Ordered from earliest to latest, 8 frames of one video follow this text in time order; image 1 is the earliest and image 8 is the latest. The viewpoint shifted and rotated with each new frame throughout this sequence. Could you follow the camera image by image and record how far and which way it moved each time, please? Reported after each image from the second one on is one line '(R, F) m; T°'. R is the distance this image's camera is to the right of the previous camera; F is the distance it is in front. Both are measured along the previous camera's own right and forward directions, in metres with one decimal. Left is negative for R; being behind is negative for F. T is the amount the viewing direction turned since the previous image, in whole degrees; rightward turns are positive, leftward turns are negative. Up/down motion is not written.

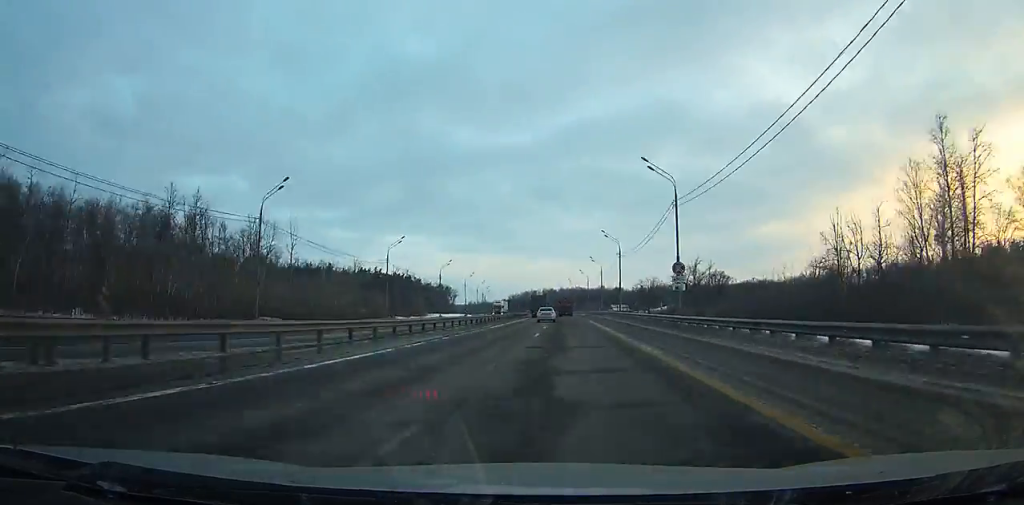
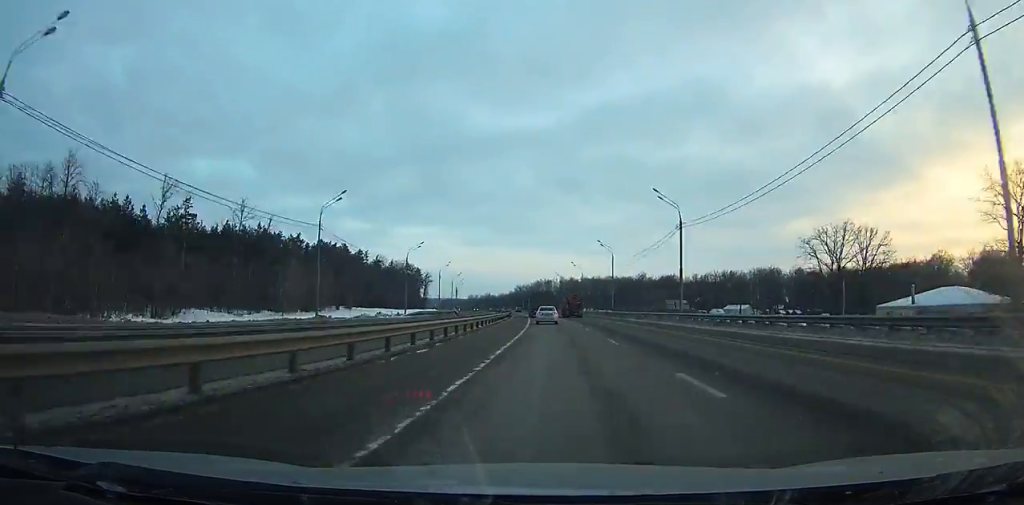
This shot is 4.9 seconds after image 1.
(-2.4, +140.5) m; -3°
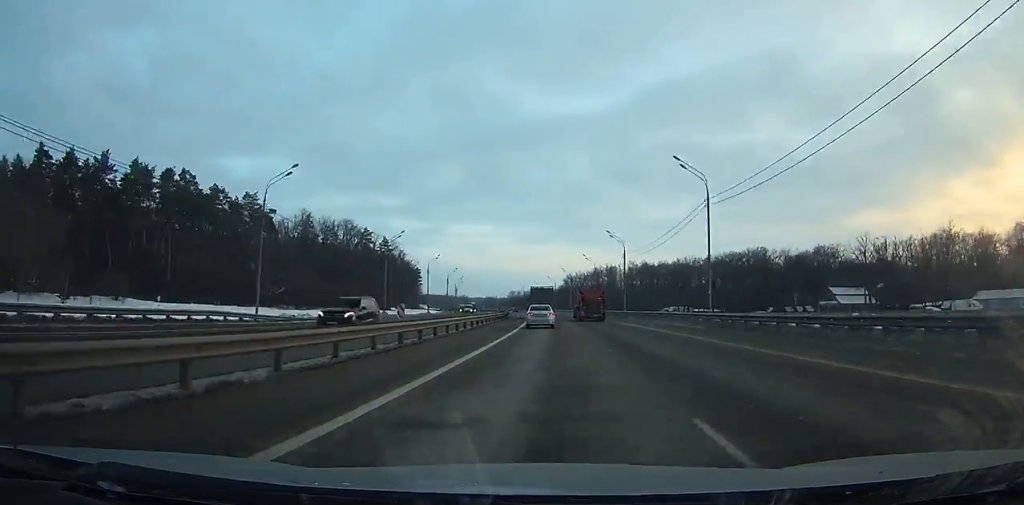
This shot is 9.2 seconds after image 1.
(-4.5, +124.2) m; -5°
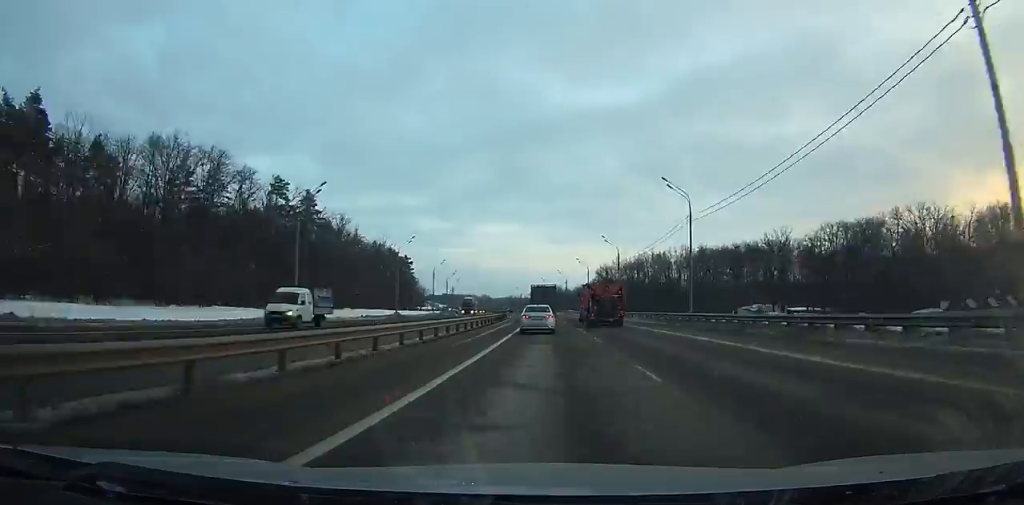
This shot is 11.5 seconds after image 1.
(-1.8, +66.0) m; -3°
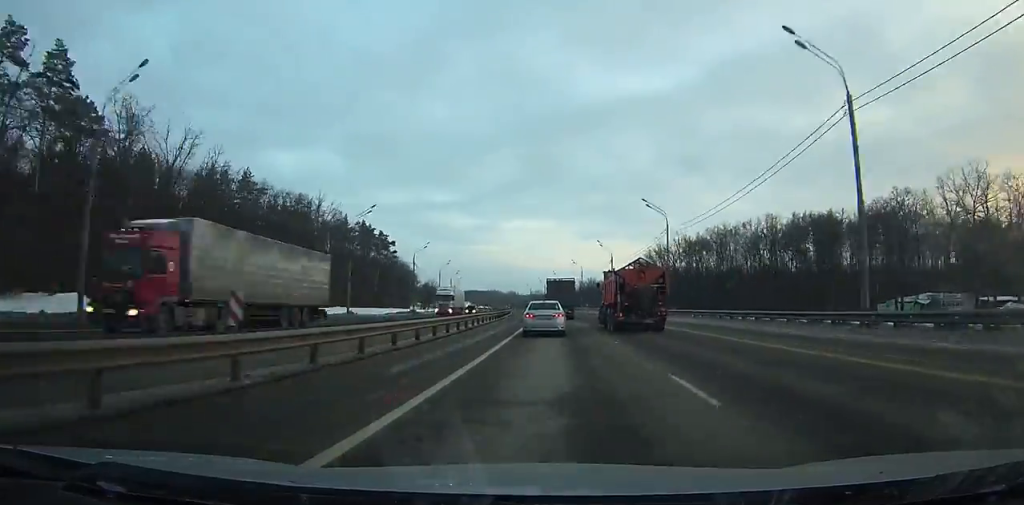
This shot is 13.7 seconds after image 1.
(-1.2, +62.7) m; -3°
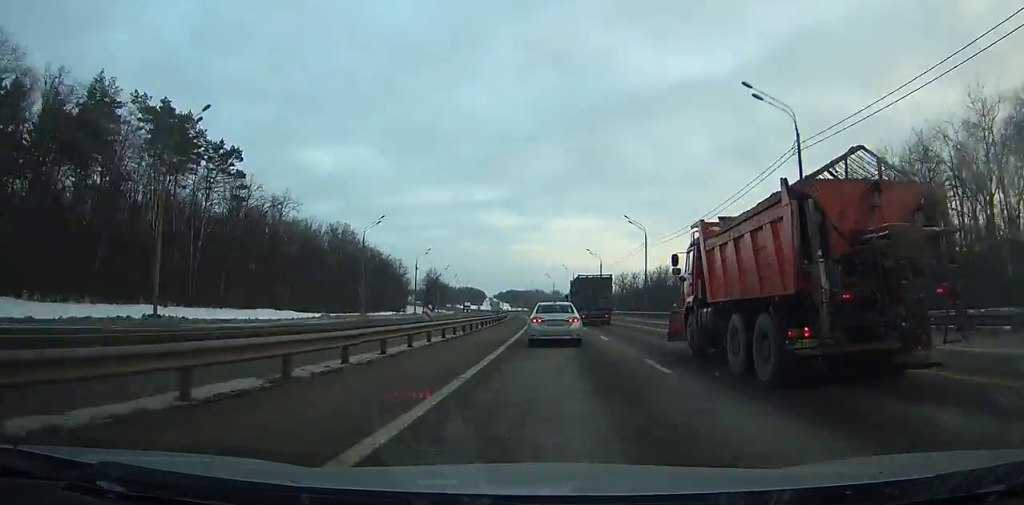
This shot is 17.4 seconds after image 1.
(-4.2, +104.7) m; -5°
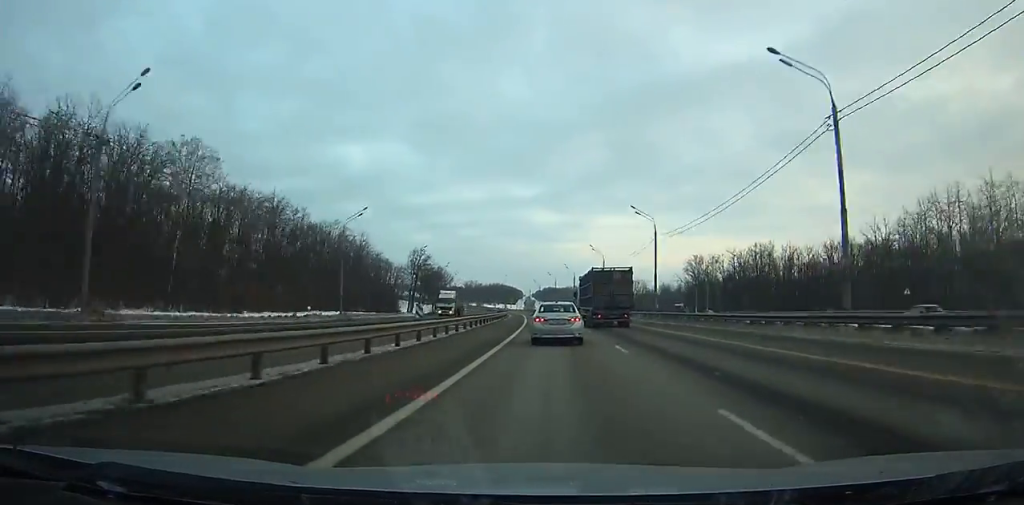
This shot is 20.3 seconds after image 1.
(-2.7, +82.4) m; -4°
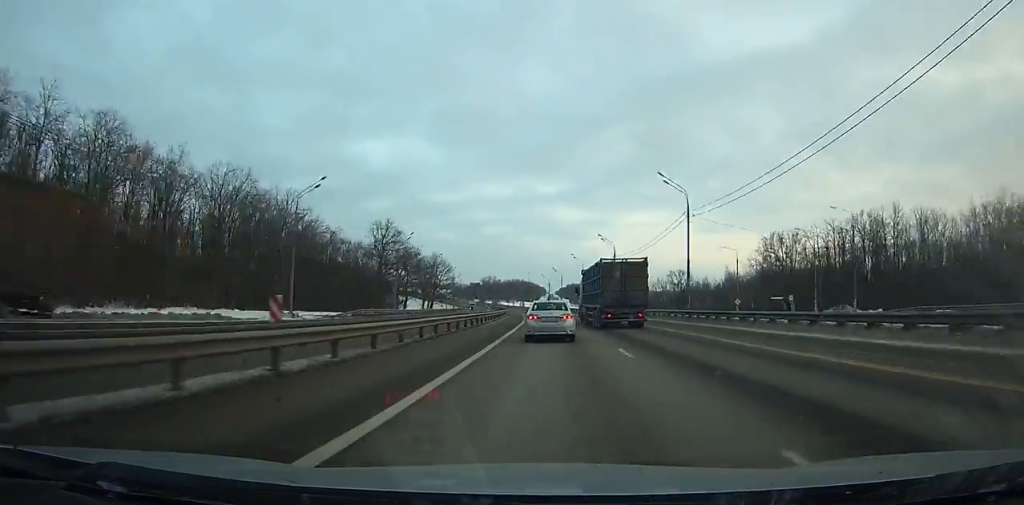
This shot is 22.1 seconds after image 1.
(-0.4, +51.6) m; -3°
